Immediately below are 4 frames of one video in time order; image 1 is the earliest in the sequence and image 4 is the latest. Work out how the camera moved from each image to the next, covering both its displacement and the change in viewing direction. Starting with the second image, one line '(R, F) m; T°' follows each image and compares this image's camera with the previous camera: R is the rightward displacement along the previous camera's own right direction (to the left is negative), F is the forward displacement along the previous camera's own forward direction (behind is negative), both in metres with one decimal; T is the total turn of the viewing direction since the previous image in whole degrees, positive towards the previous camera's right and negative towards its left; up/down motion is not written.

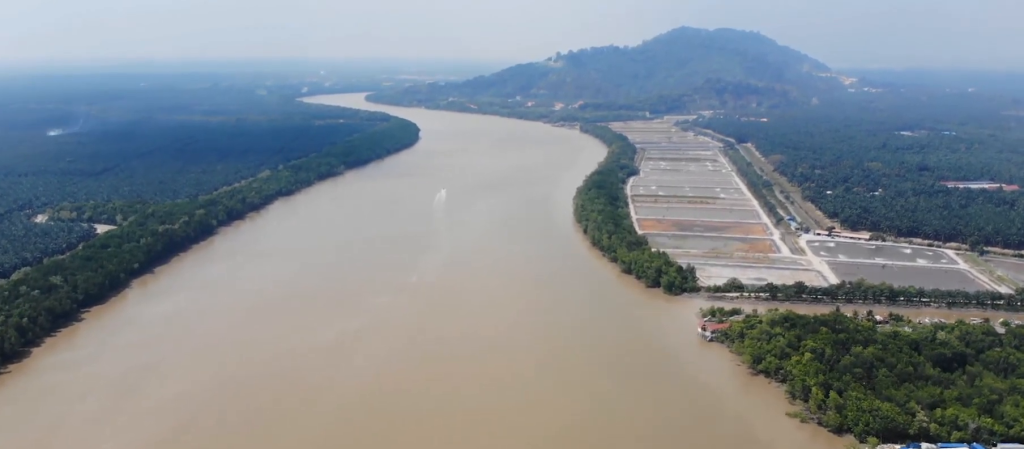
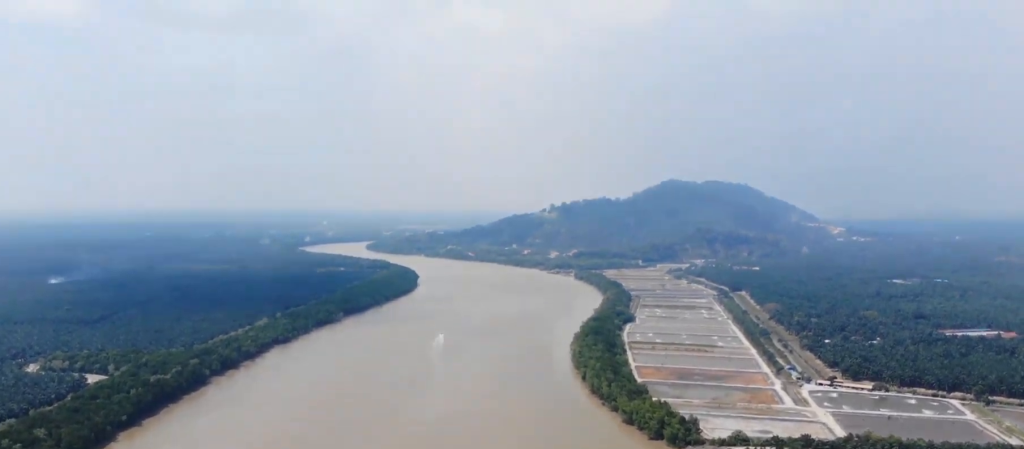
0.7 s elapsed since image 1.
(0.0, +9.4) m; 0°
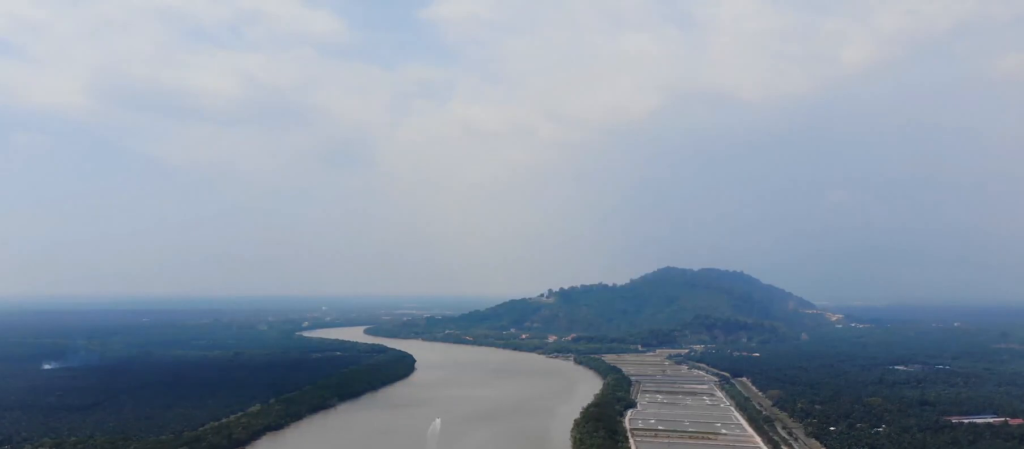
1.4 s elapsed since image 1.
(0.0, +9.7) m; 0°
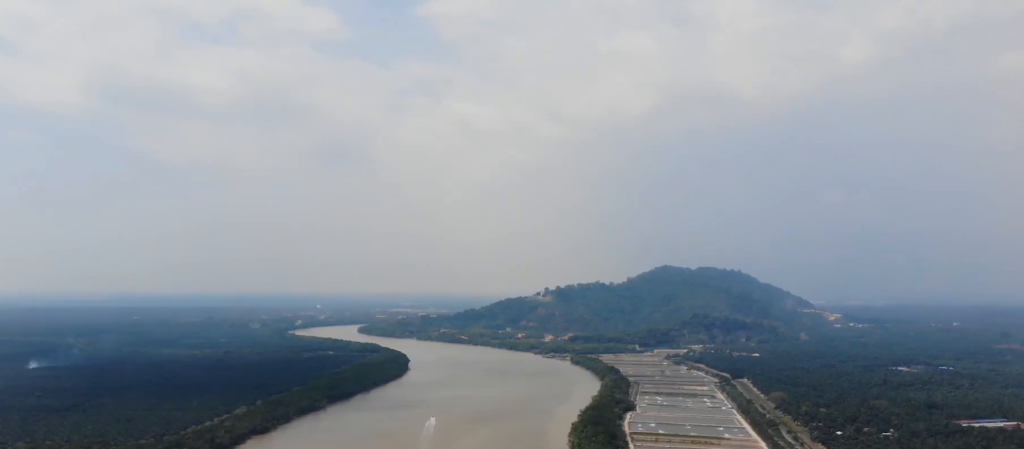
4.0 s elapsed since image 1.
(0.0, +34.1) m; 0°
